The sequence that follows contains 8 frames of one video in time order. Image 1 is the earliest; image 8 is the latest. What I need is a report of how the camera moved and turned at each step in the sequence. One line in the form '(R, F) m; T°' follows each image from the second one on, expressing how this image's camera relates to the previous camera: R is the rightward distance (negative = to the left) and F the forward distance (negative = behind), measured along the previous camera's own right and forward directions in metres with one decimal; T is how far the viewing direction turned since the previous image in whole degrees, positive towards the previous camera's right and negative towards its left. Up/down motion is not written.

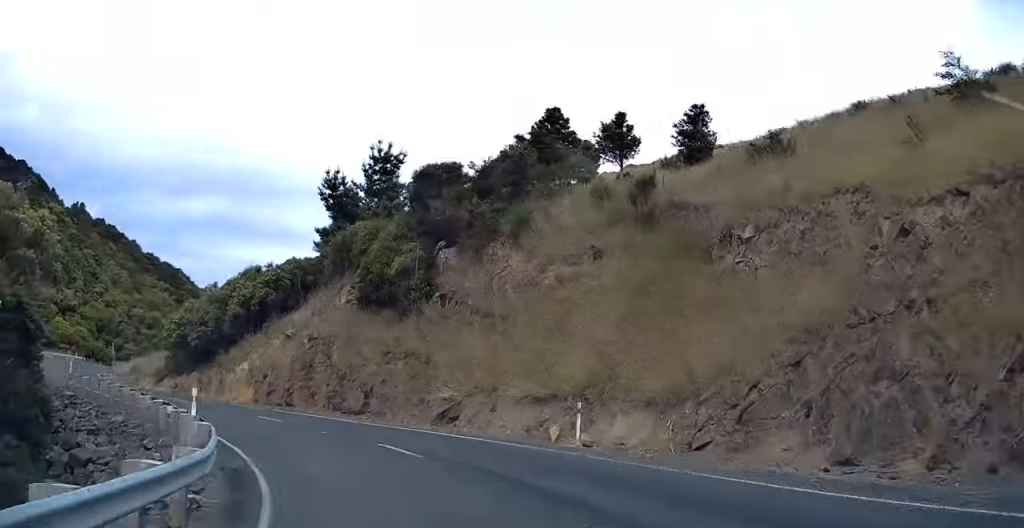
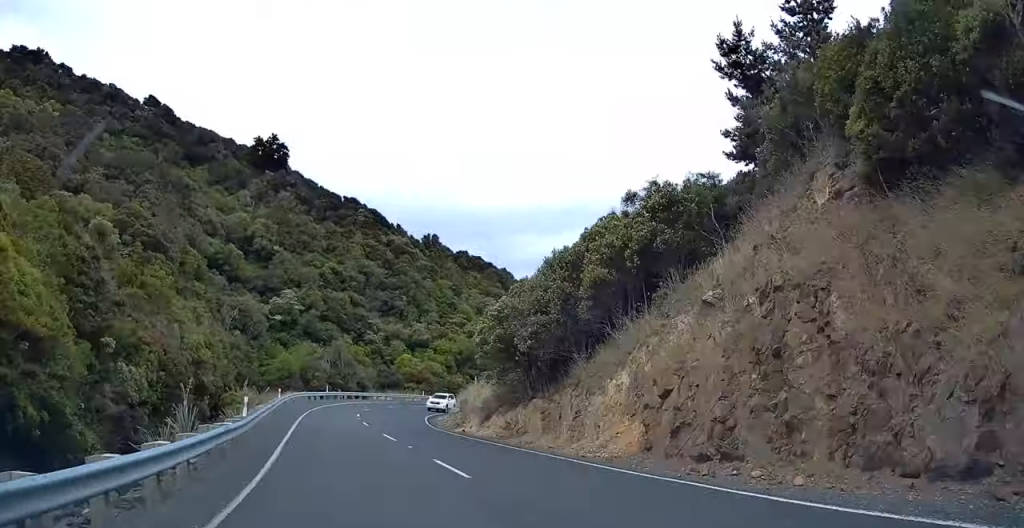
(-1.0, +20.8) m; -13°
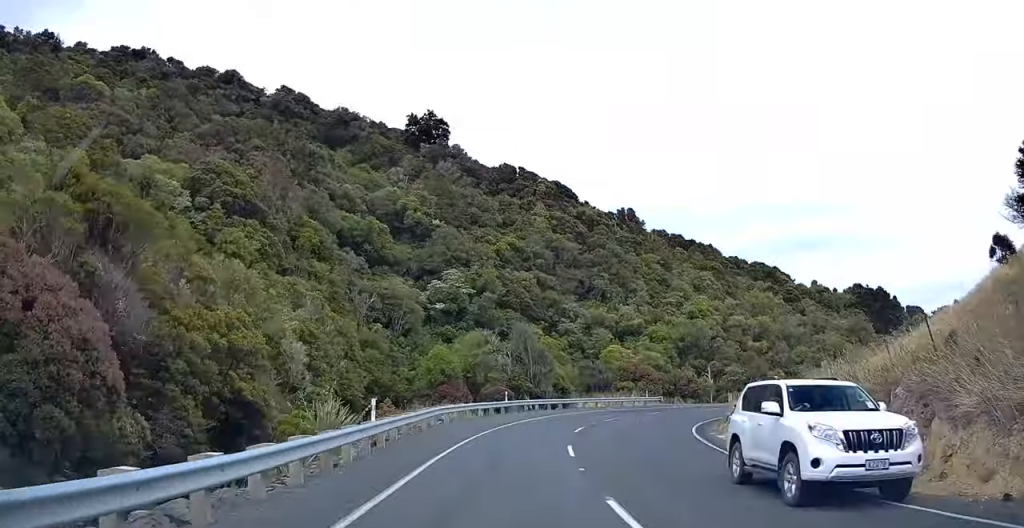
(-12.5, +24.9) m; -6°
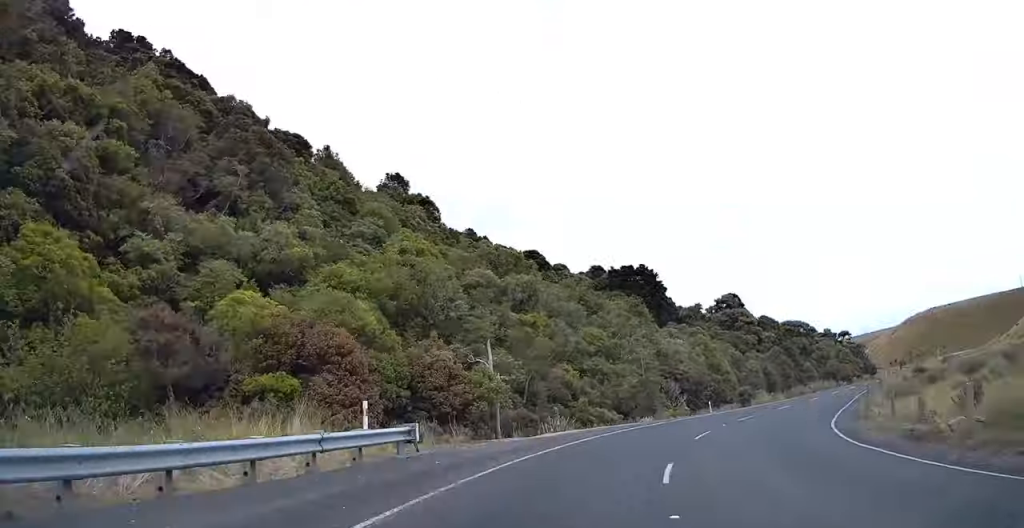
(+2.0, +47.9) m; +18°
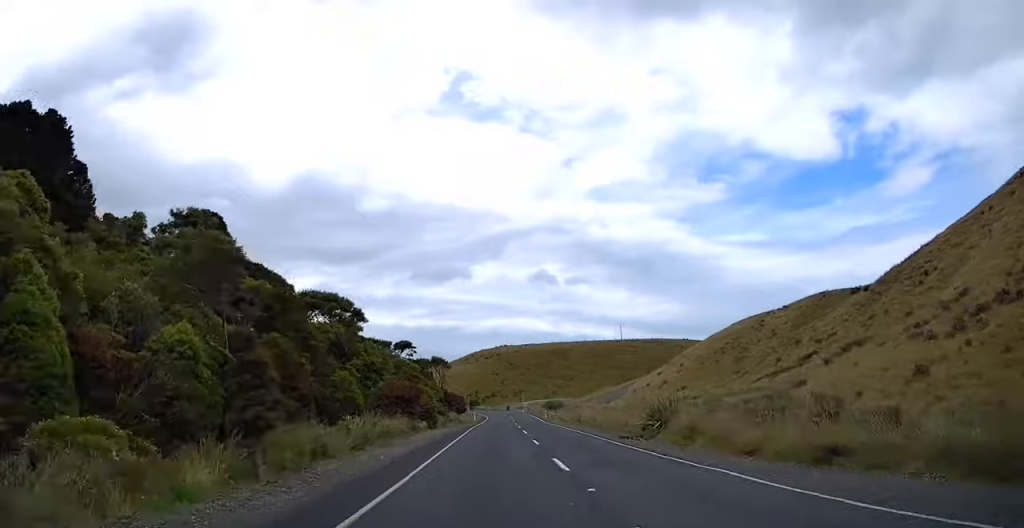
(+17.8, +56.7) m; +22°
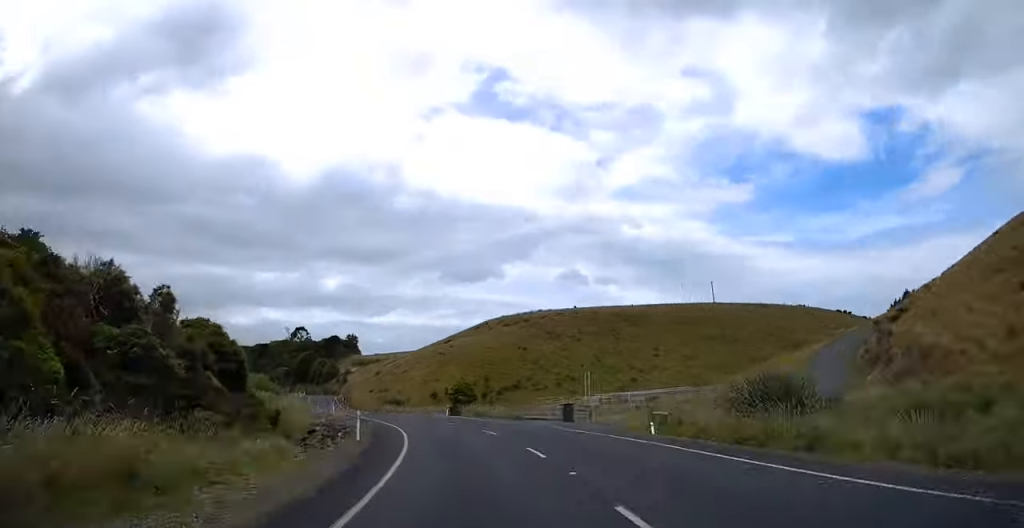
(+6.2, +95.4) m; -6°
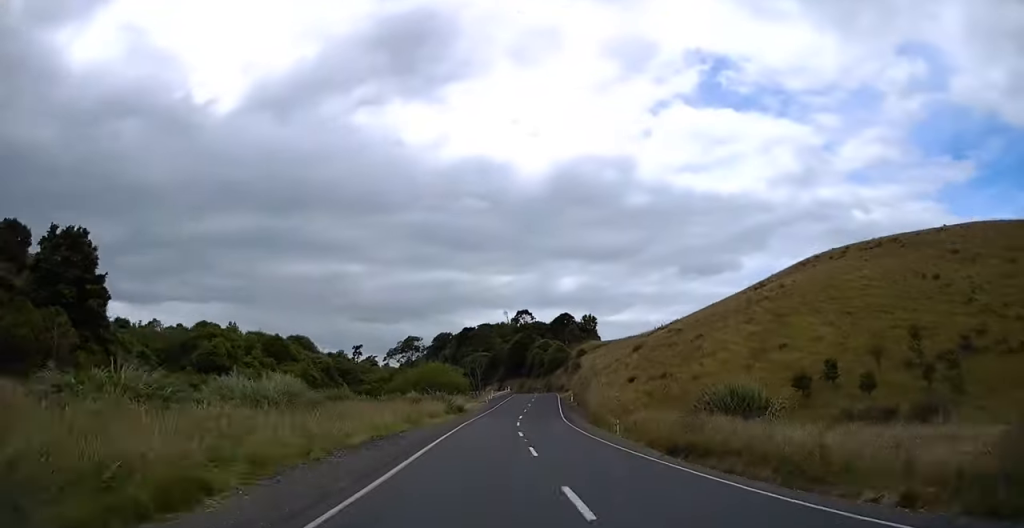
(-9.4, +63.6) m; -8°
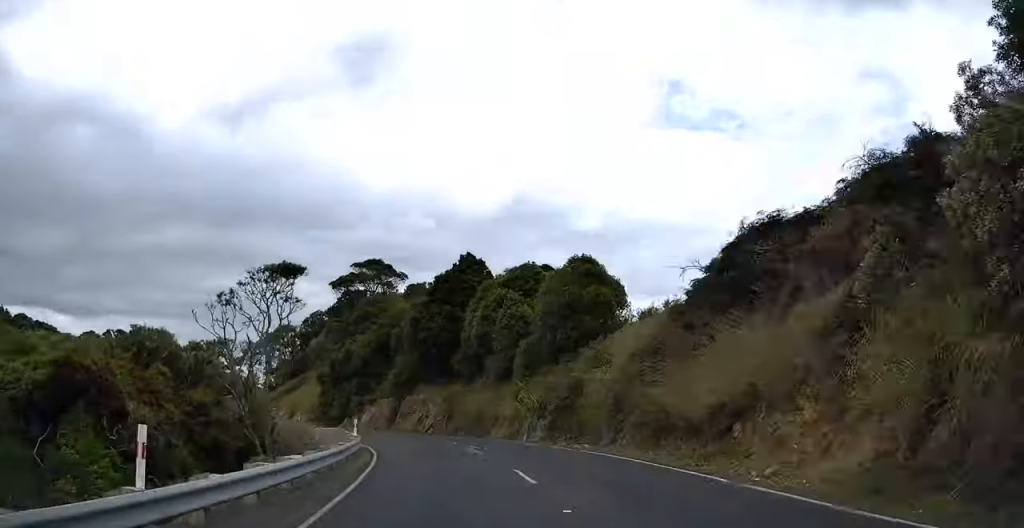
(-4.0, +89.7) m; -10°
